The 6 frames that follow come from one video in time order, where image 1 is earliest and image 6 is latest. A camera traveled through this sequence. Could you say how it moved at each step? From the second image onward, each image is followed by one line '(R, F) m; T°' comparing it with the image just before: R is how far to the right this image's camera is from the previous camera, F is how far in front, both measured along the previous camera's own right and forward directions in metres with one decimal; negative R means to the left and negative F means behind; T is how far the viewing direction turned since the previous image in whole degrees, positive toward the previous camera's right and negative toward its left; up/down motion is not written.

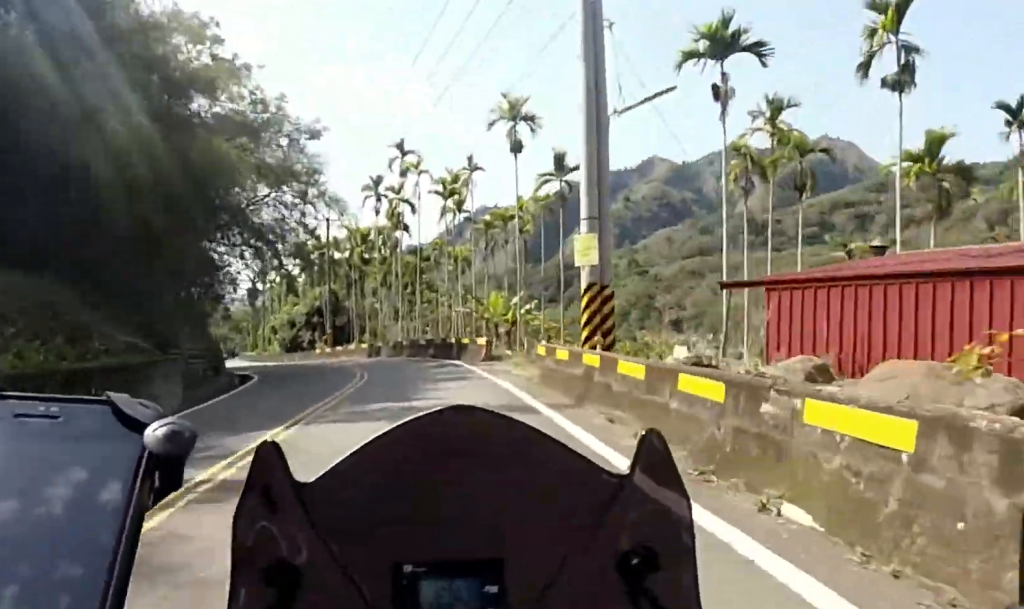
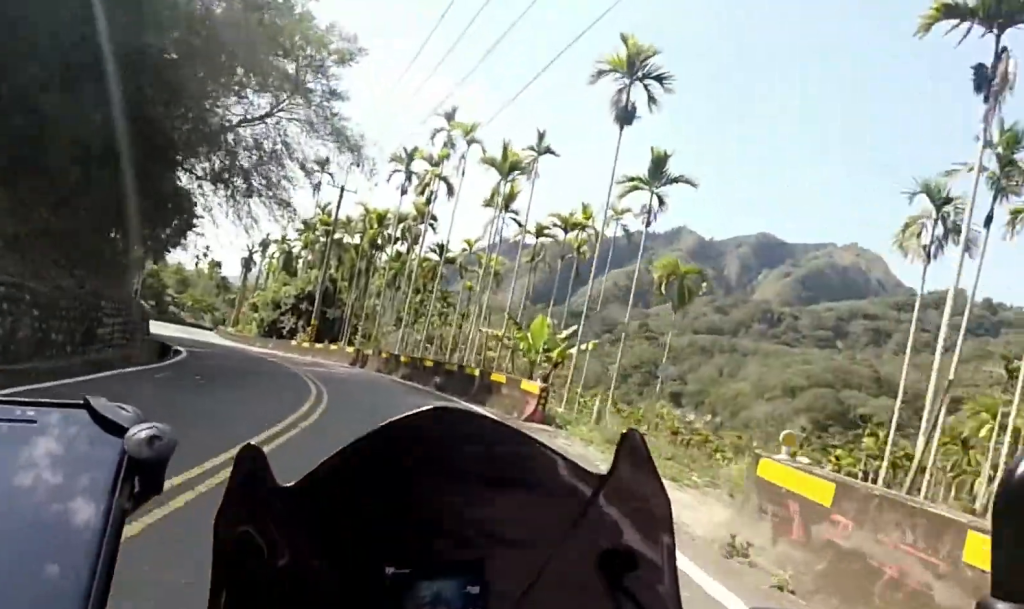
(-0.5, +8.3) m; -3°
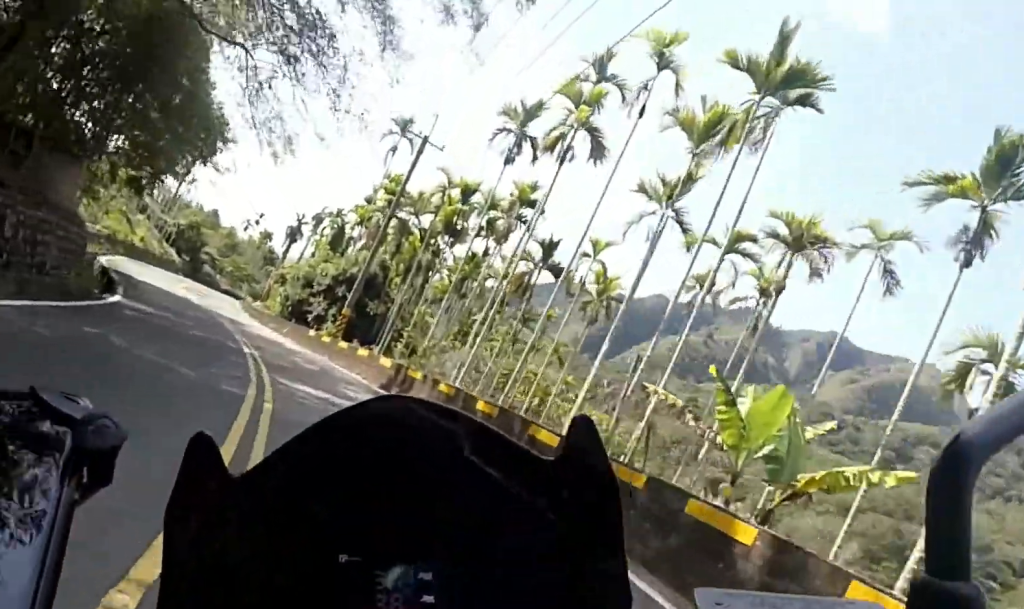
(-0.2, +10.5) m; -5°
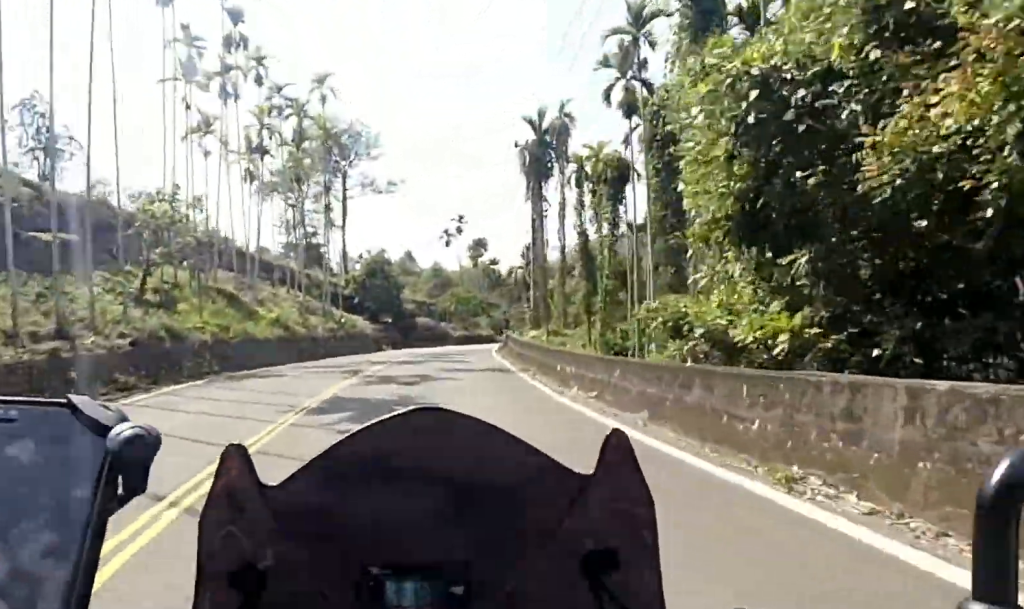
(-4.5, +32.8) m; -11°
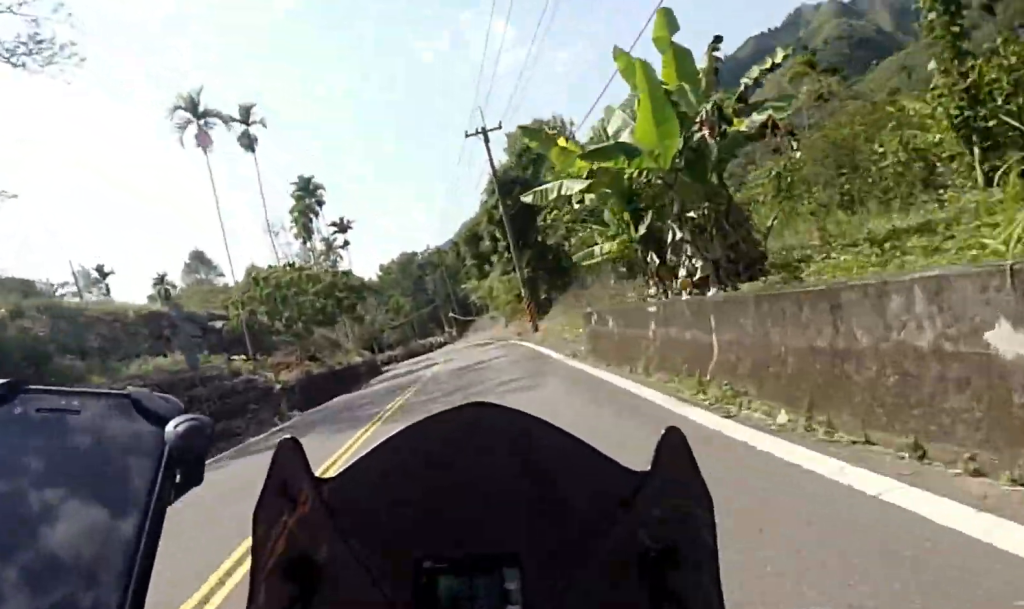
(+2.6, +40.7) m; +14°
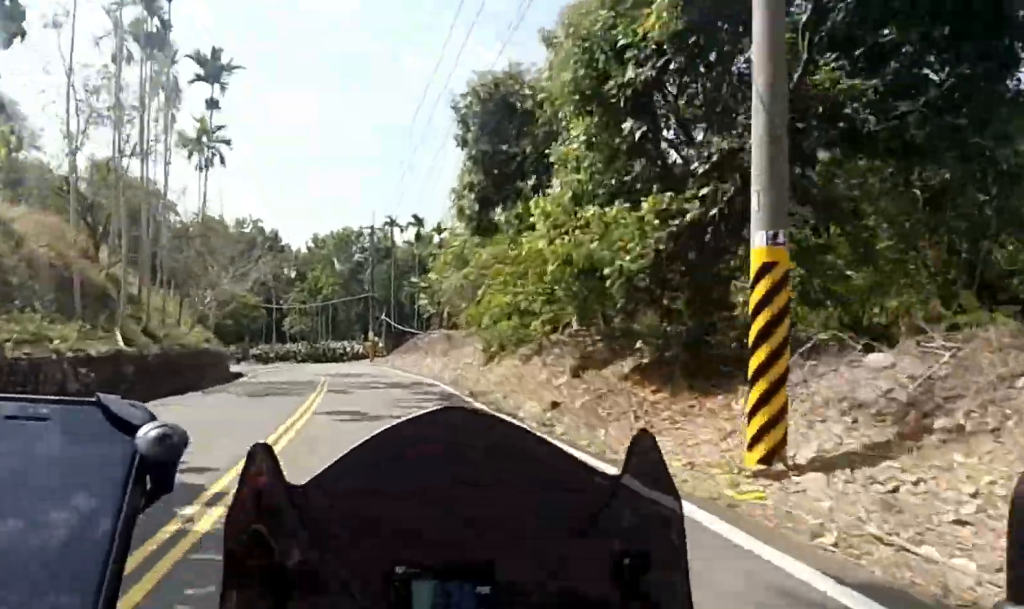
(+0.5, +22.9) m; -7°
